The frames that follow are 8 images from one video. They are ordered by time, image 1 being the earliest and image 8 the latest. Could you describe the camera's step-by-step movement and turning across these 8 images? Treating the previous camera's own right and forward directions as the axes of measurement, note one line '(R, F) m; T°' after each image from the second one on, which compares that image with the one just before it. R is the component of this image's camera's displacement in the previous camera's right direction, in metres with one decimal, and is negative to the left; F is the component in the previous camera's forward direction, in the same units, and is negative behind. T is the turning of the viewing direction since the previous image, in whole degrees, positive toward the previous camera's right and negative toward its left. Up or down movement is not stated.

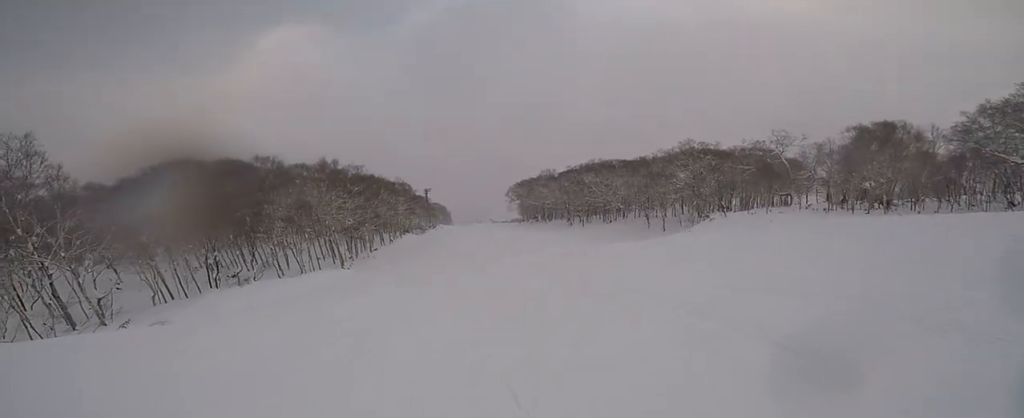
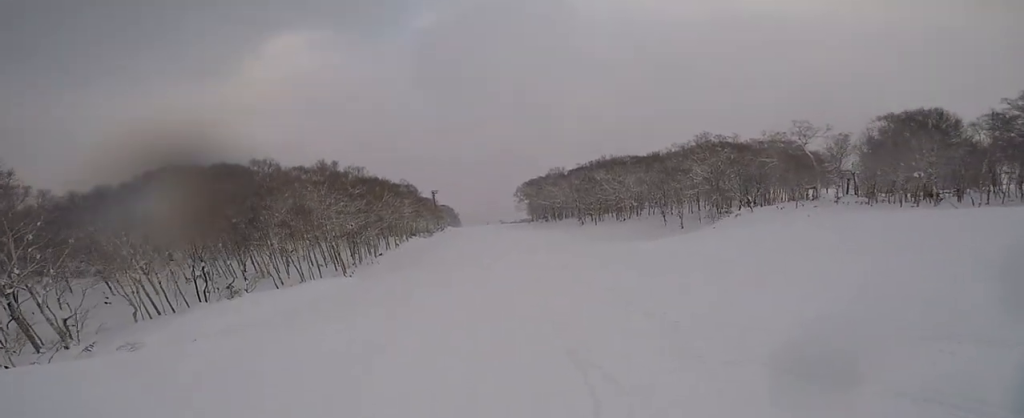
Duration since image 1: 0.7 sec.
(0.0, +3.5) m; 0°
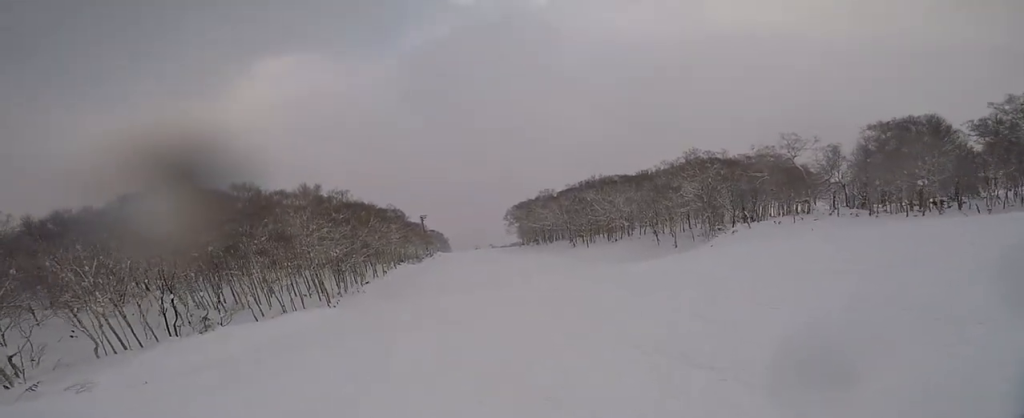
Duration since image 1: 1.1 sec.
(0.0, +2.3) m; 0°
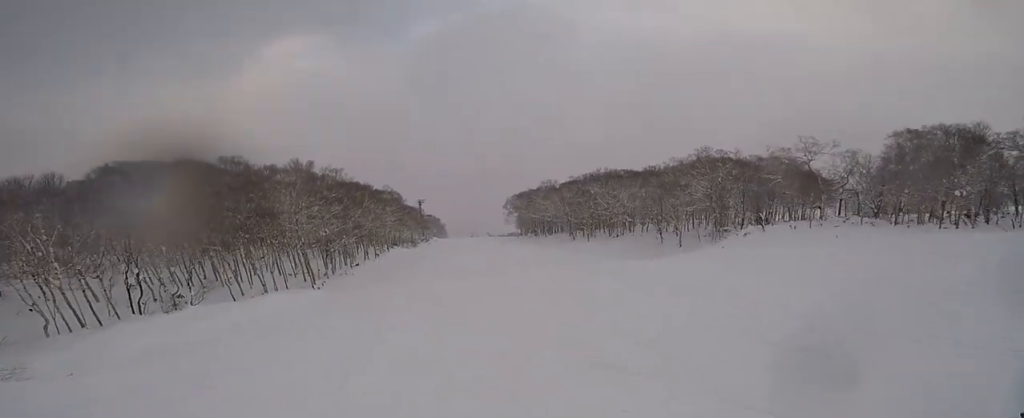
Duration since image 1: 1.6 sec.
(0.0, +2.8) m; 0°
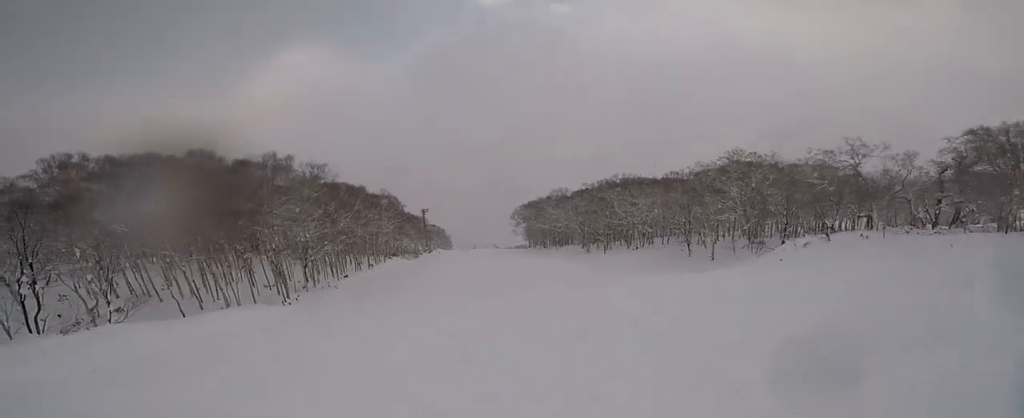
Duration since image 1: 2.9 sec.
(0.0, +8.4) m; 0°
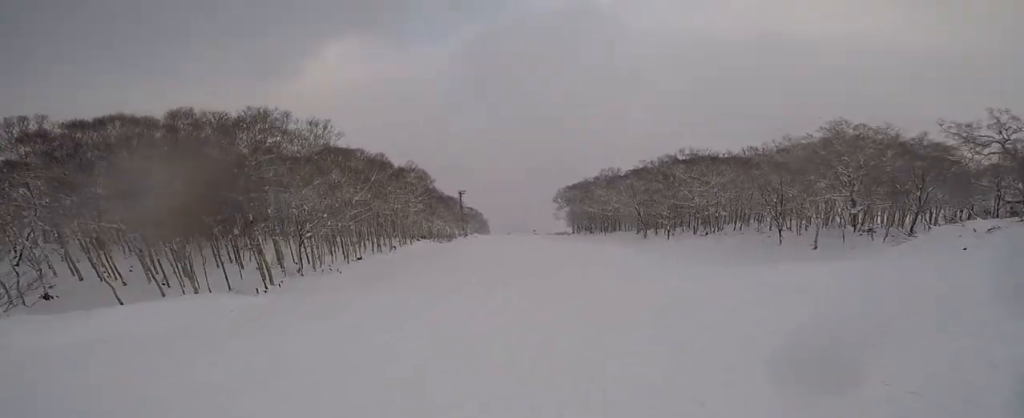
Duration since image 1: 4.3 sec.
(0.0, +10.3) m; 0°
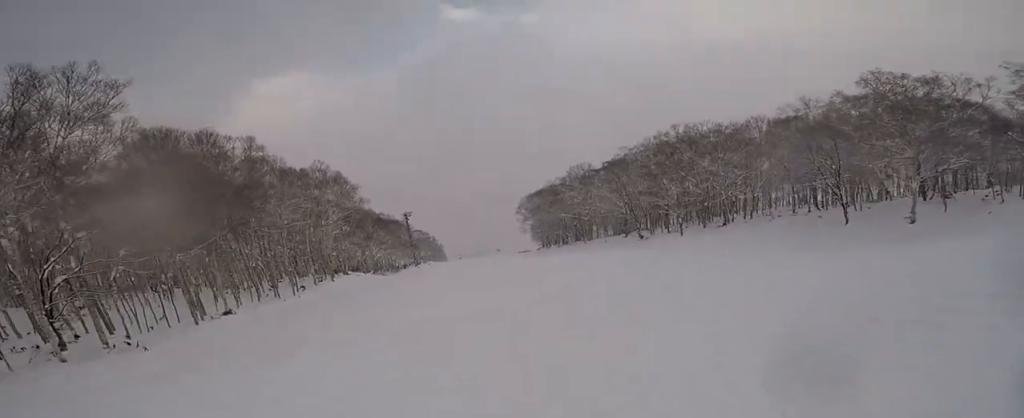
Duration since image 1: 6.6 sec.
(0.0, +17.2) m; 0°
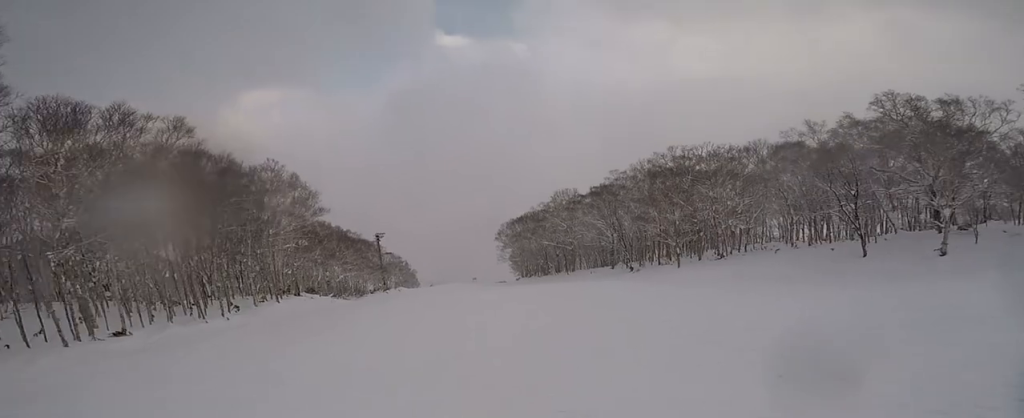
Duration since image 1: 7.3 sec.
(0.0, +5.4) m; 0°
